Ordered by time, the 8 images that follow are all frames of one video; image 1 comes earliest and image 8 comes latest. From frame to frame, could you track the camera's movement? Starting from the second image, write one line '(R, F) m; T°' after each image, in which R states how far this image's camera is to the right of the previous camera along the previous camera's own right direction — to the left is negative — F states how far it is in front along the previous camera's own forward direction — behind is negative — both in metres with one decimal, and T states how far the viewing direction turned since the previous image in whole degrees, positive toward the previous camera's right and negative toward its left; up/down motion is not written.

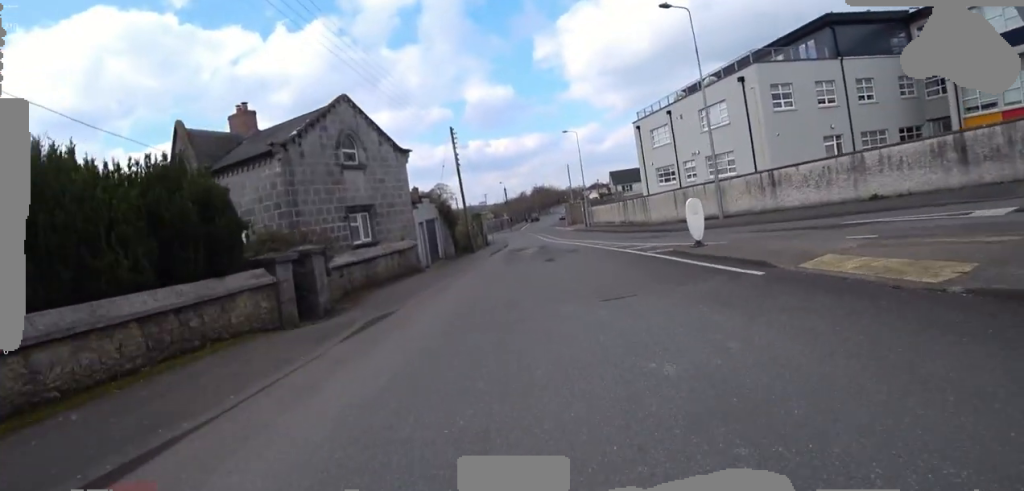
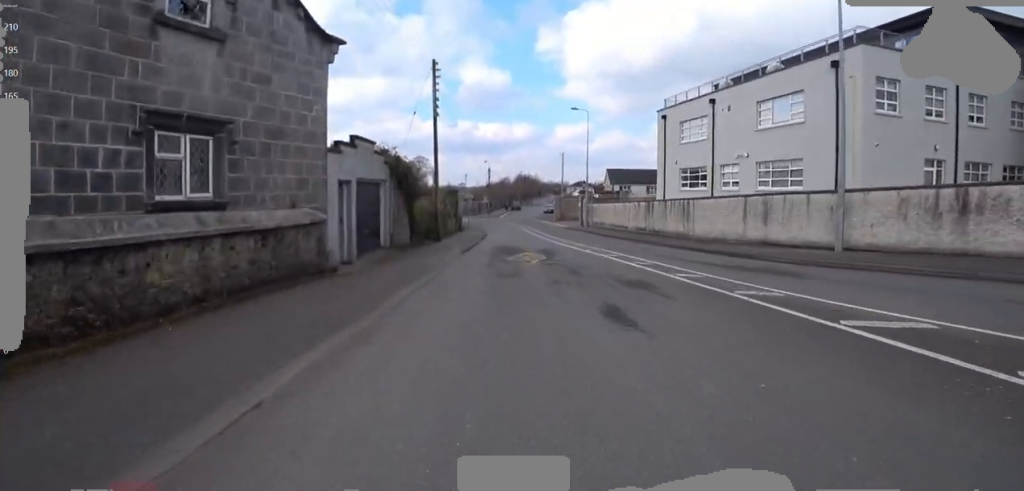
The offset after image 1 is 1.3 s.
(+0.4, +8.8) m; +3°
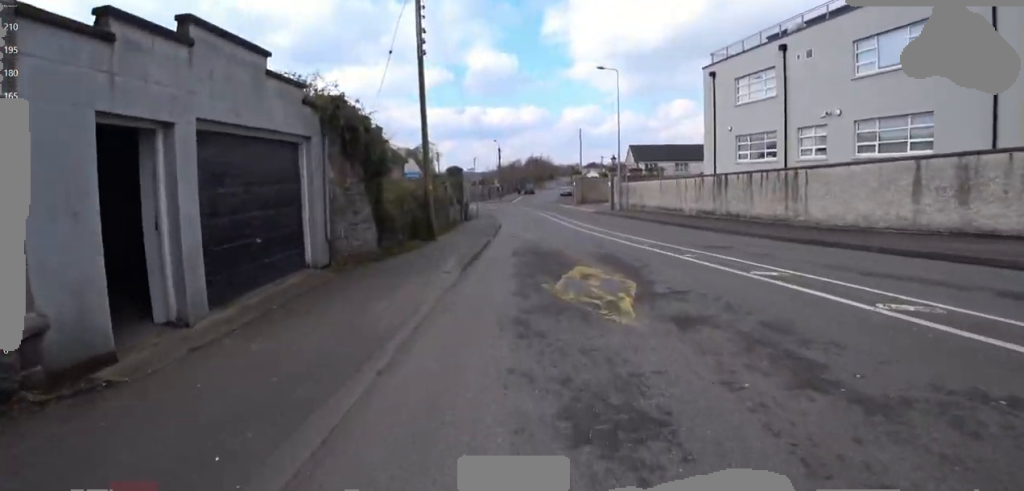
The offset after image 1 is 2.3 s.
(0.0, +6.6) m; 0°
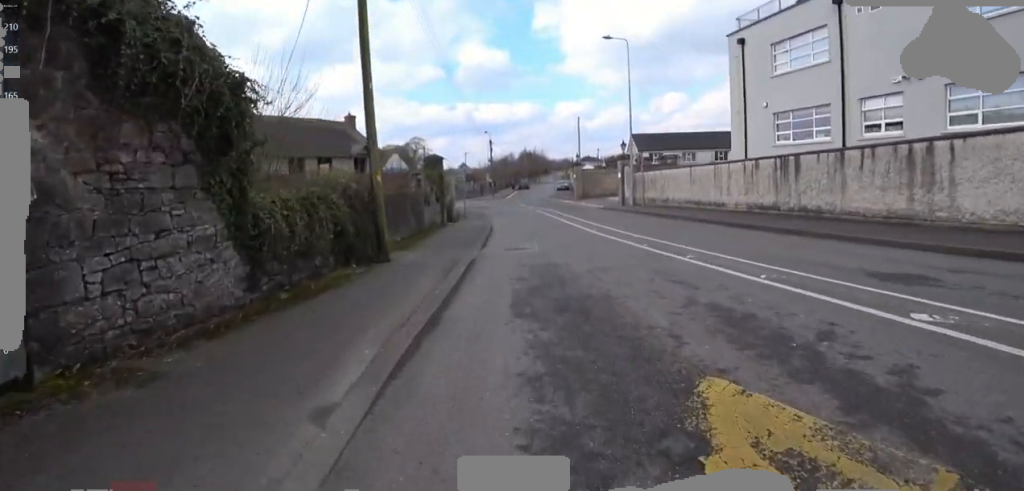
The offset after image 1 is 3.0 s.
(0.0, +5.0) m; 0°
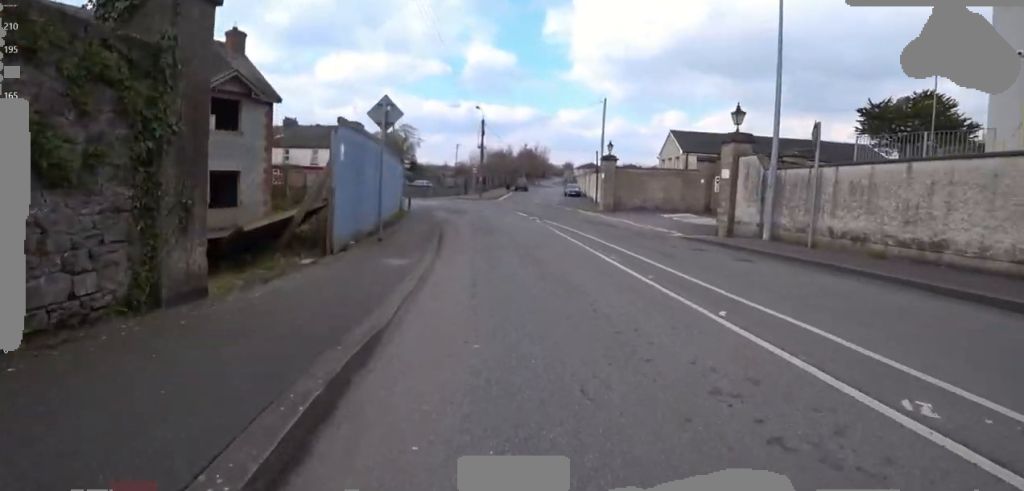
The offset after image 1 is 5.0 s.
(0.0, +14.5) m; 0°
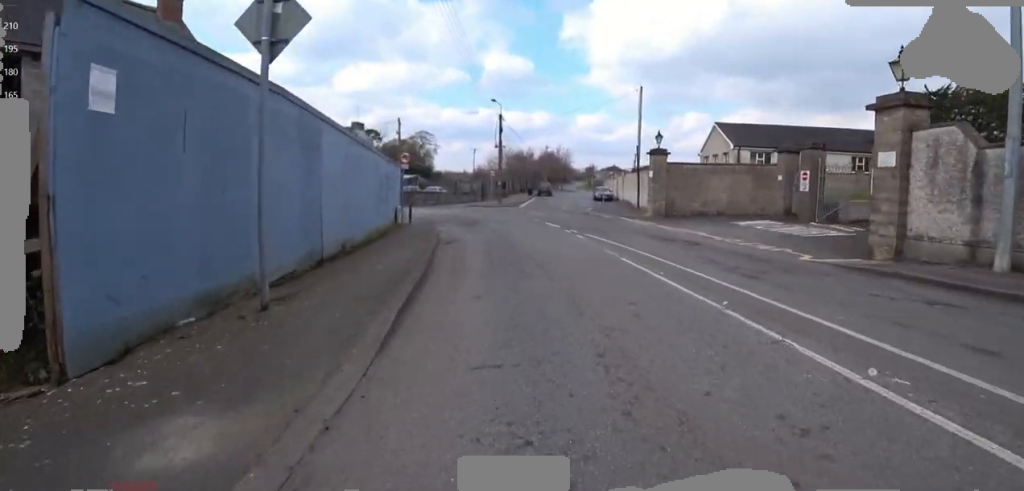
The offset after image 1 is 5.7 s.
(0.0, +5.0) m; -7°
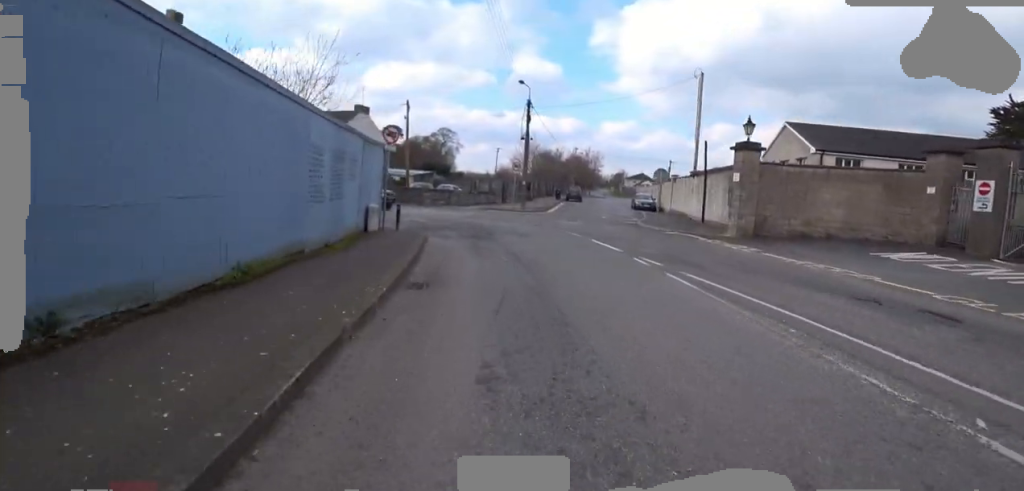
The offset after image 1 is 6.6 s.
(-0.5, +5.6) m; -12°
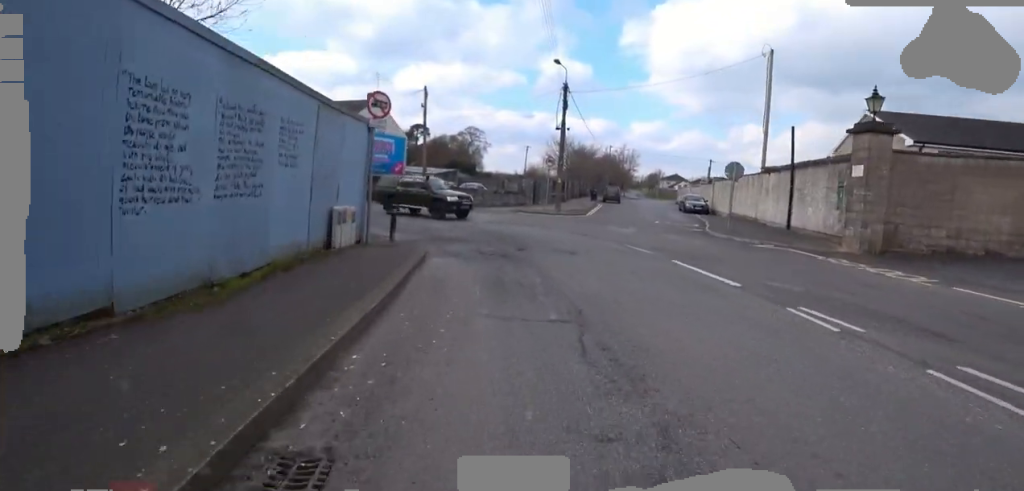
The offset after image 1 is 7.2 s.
(-0.5, +4.0) m; -9°
